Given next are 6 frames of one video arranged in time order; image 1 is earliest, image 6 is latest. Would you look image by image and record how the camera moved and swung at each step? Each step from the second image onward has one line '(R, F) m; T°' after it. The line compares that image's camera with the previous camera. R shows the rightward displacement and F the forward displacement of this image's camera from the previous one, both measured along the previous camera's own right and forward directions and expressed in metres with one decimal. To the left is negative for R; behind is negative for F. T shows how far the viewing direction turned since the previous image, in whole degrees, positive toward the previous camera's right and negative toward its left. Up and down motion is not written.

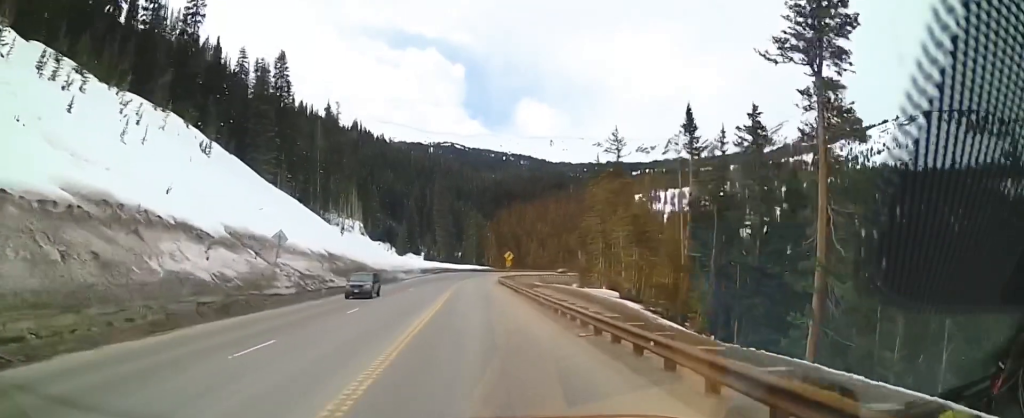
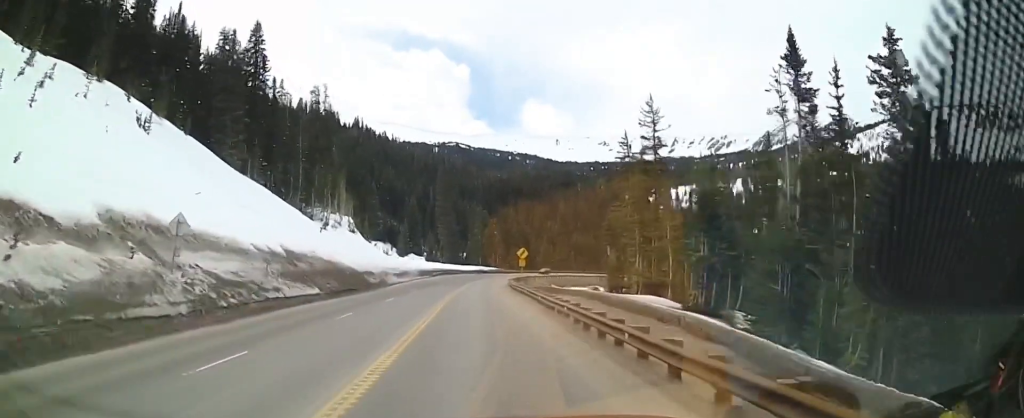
(-0.4, +13.9) m; -3°
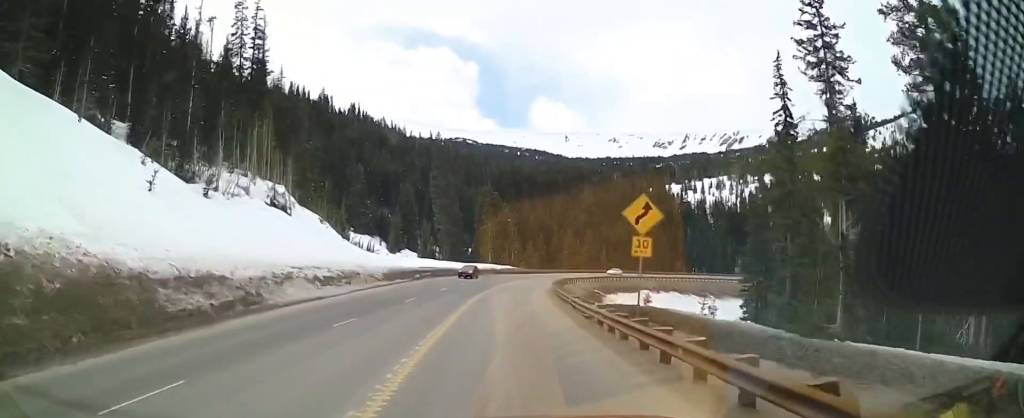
(-0.7, +40.2) m; -2°
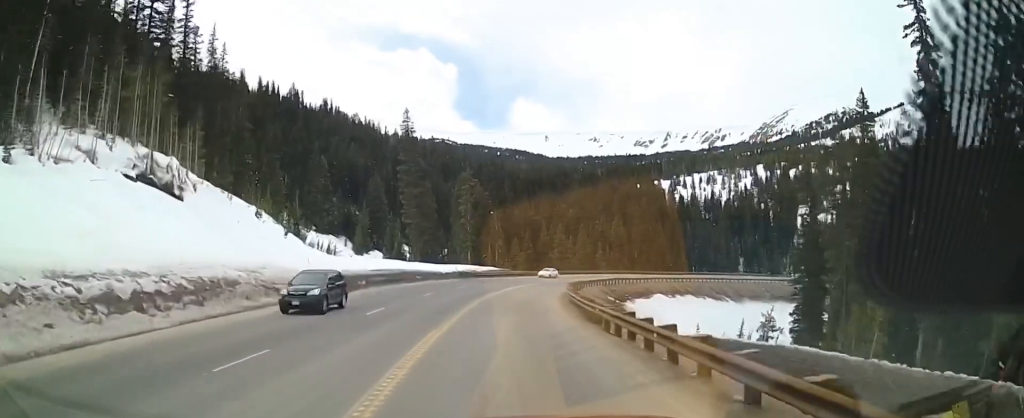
(+0.2, +20.7) m; 0°
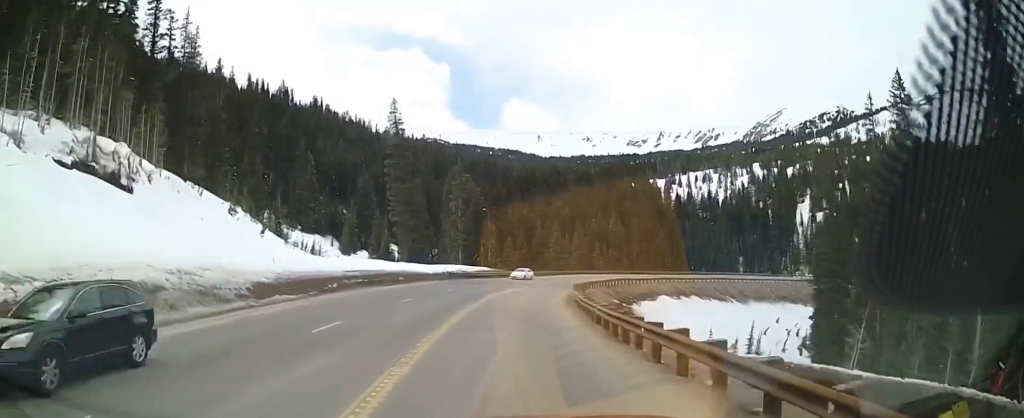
(0.0, +6.2) m; 0°
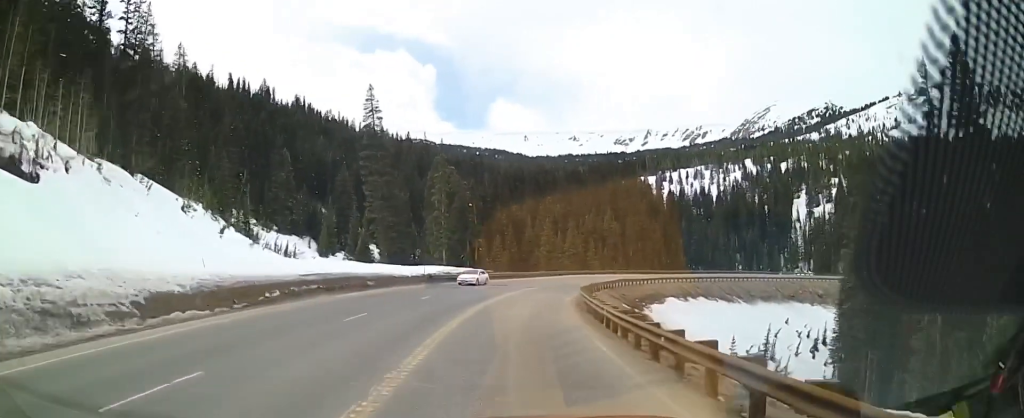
(0.0, +8.8) m; +2°
